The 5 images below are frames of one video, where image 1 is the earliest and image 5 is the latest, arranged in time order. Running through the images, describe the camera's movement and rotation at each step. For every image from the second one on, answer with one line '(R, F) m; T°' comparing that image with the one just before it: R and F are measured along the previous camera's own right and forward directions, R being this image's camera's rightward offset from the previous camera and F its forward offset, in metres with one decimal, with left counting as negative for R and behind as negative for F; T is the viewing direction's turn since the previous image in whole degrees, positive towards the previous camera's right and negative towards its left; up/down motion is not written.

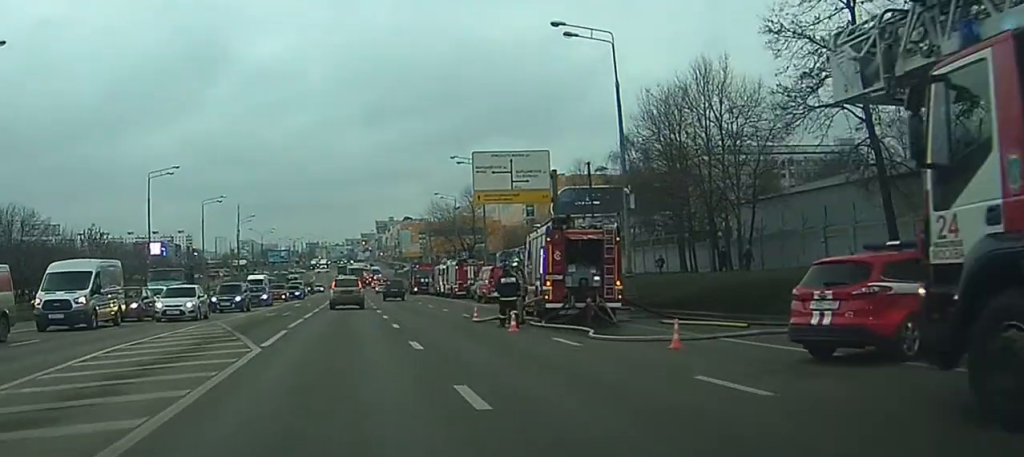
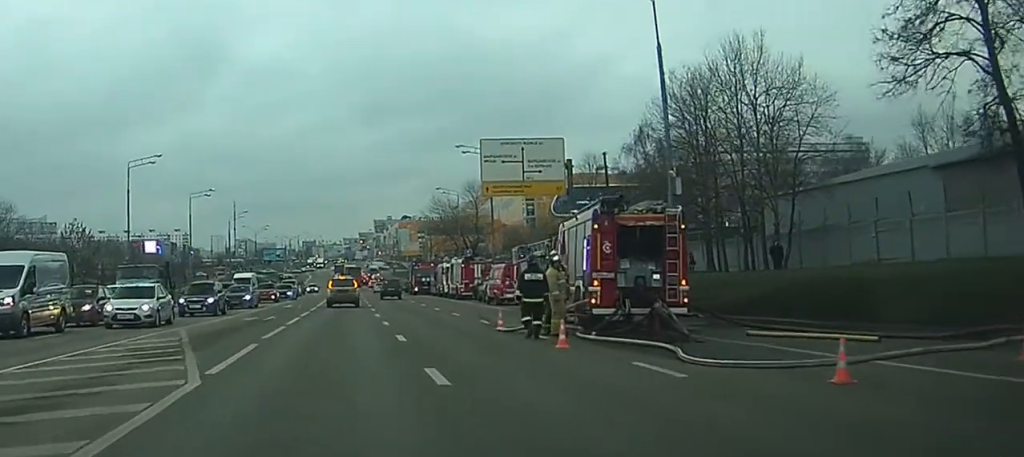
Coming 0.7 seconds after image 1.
(0.0, +5.6) m; 0°
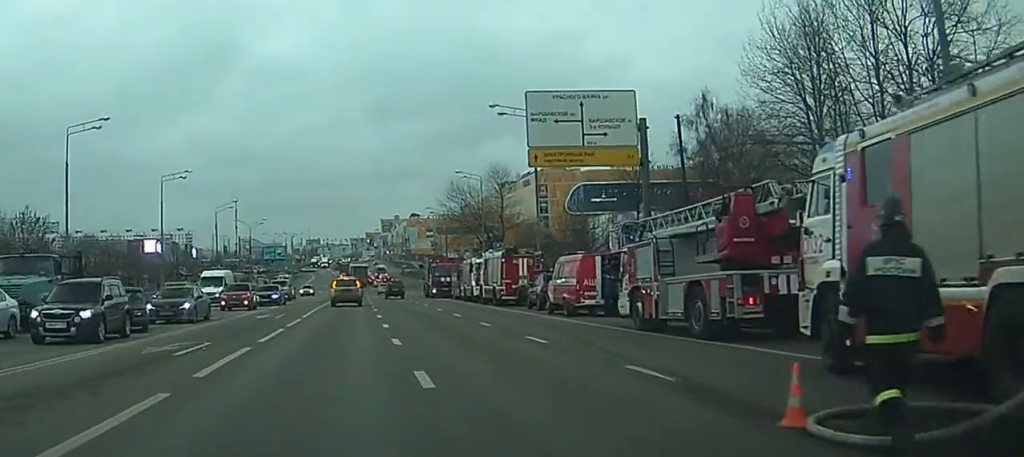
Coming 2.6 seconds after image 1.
(-0.4, +15.8) m; -2°
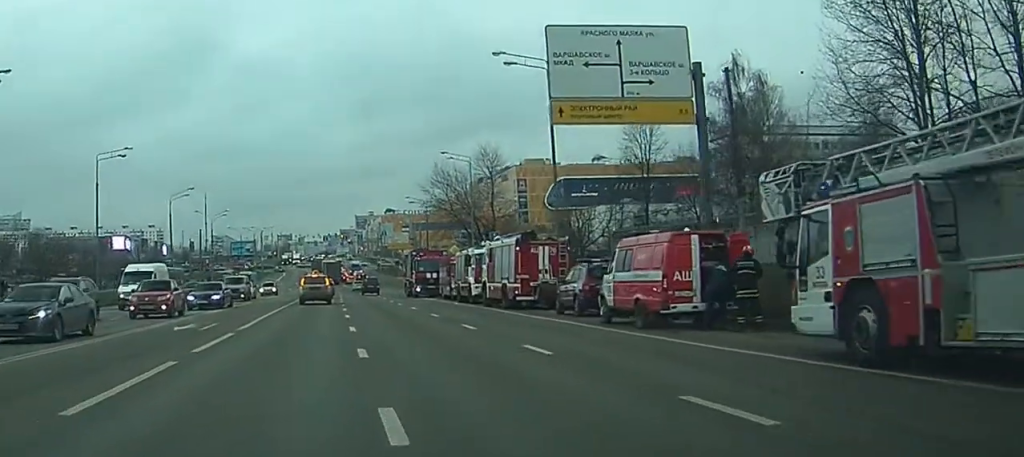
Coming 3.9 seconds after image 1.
(+0.1, +11.8) m; +1°
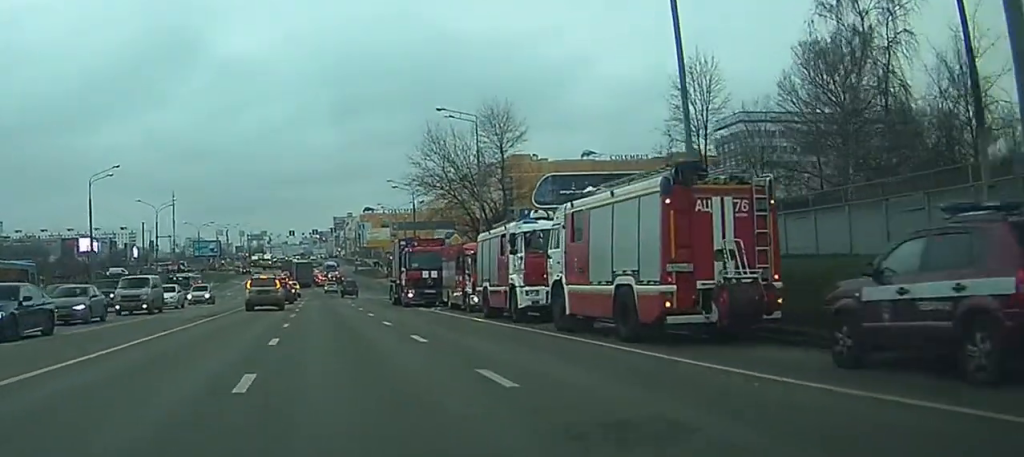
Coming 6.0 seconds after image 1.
(+0.2, +20.5) m; +1°
